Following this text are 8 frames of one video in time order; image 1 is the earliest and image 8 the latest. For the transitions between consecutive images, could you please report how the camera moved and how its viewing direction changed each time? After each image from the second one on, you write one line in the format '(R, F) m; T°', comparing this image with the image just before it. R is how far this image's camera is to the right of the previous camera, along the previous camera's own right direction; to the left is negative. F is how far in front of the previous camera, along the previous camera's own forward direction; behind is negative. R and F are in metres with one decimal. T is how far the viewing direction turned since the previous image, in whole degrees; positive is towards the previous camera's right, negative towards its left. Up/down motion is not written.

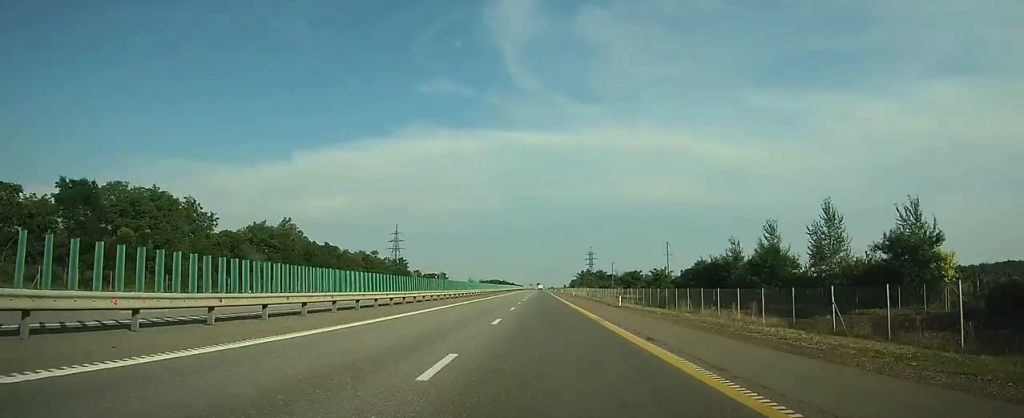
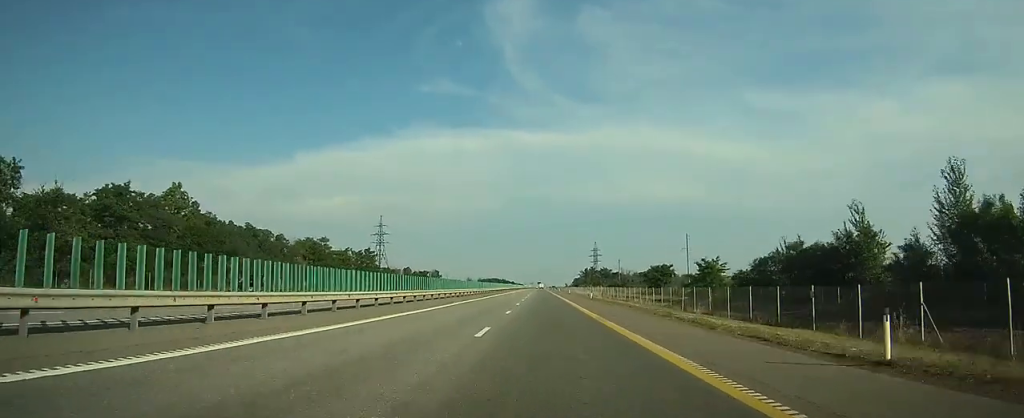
(0.0, +29.8) m; 0°
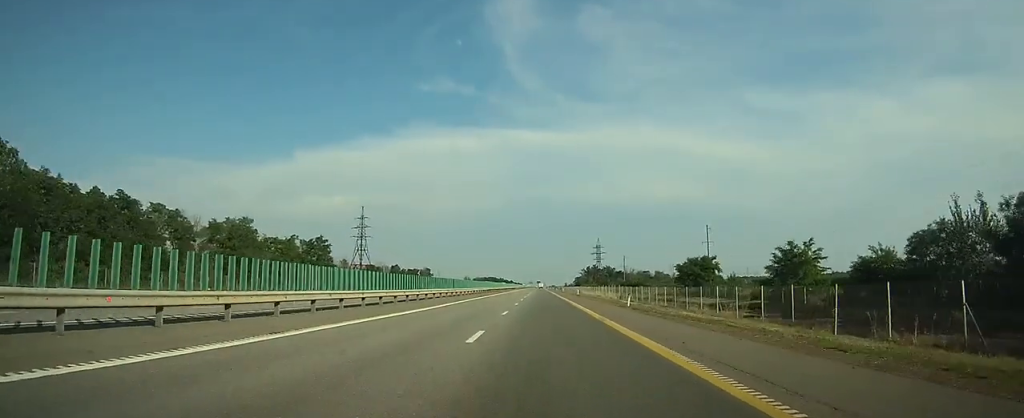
(-0.1, +26.0) m; 0°
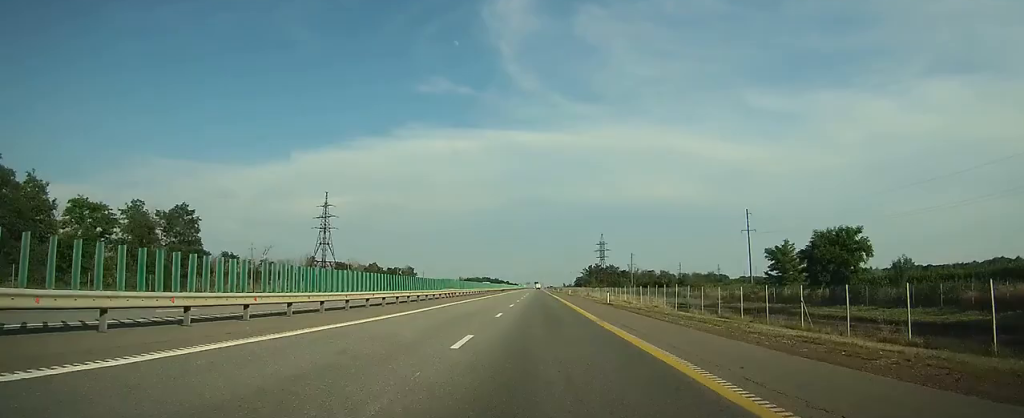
(0.0, +37.5) m; 0°
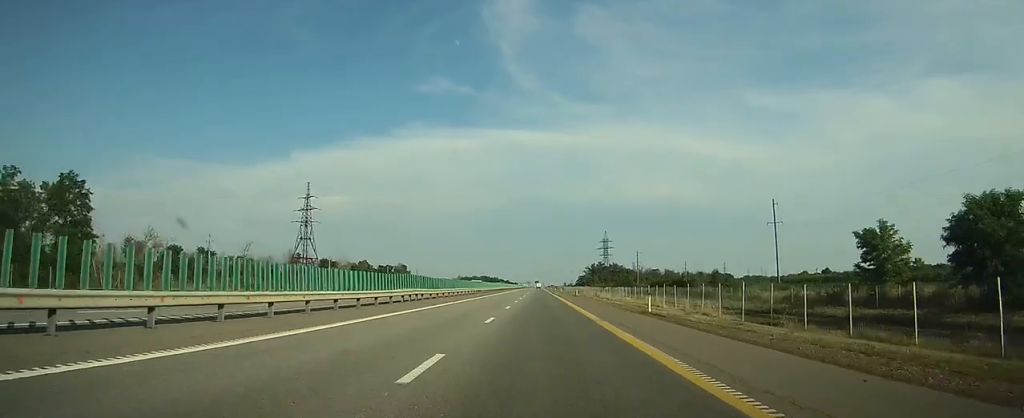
(0.0, +16.3) m; 0°
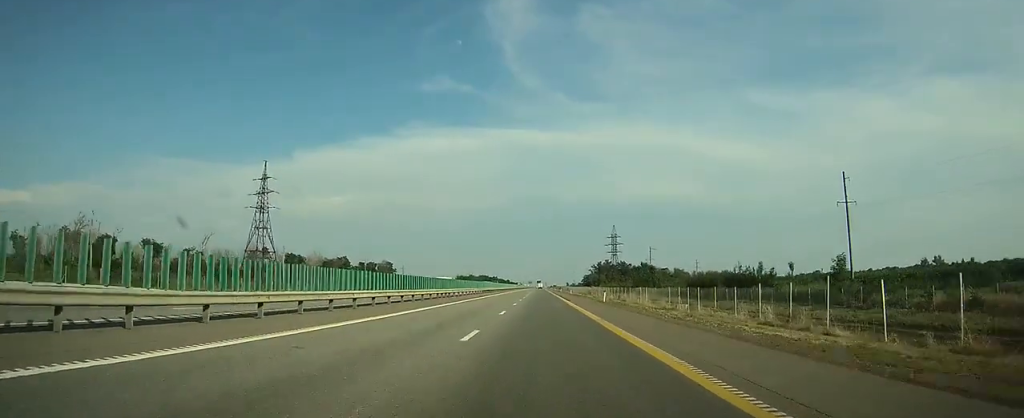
(0.0, +30.6) m; 0°
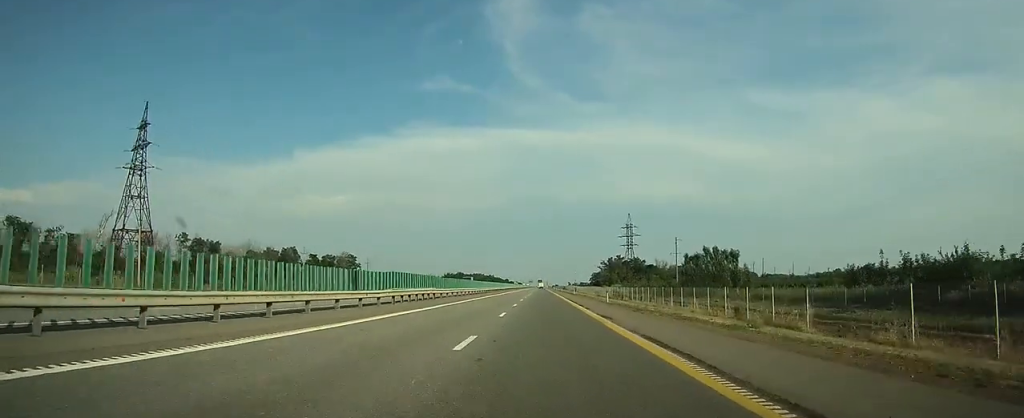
(-0.3, +50.4) m; -1°
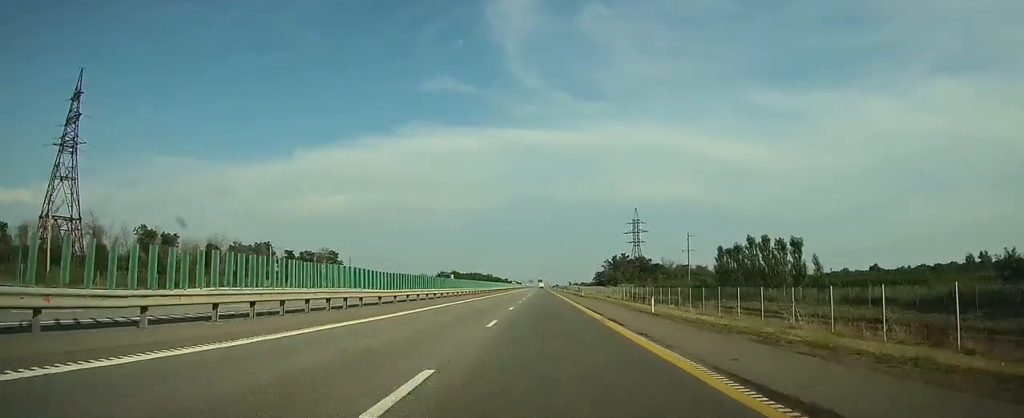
(0.0, +18.0) m; 0°
